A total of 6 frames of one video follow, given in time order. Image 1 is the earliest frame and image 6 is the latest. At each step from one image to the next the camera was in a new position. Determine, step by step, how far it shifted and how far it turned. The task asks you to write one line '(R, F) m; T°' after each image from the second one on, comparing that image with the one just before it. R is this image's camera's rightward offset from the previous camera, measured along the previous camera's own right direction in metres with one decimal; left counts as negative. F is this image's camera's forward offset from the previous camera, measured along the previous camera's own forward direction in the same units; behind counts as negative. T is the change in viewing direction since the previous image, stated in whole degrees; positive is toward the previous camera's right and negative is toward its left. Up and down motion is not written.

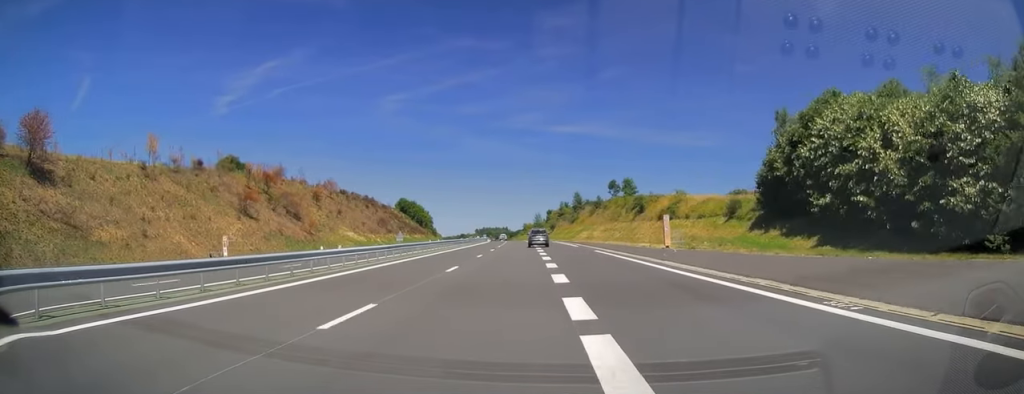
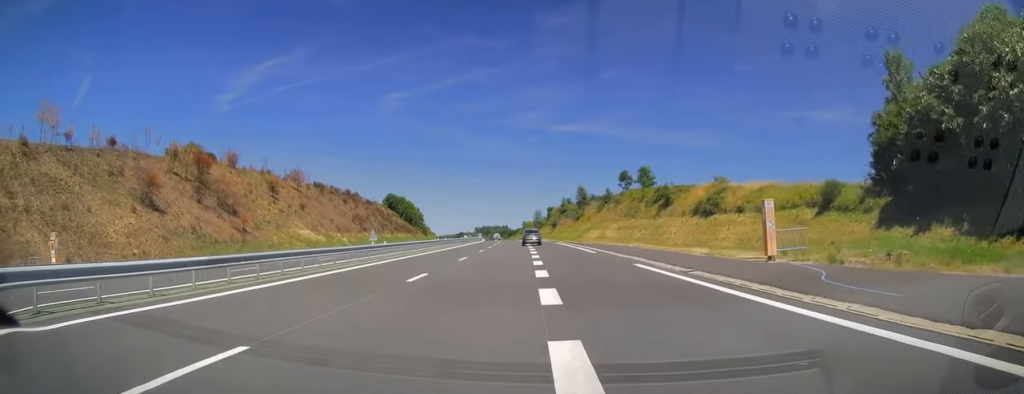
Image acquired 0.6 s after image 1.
(0.0, +17.9) m; 0°
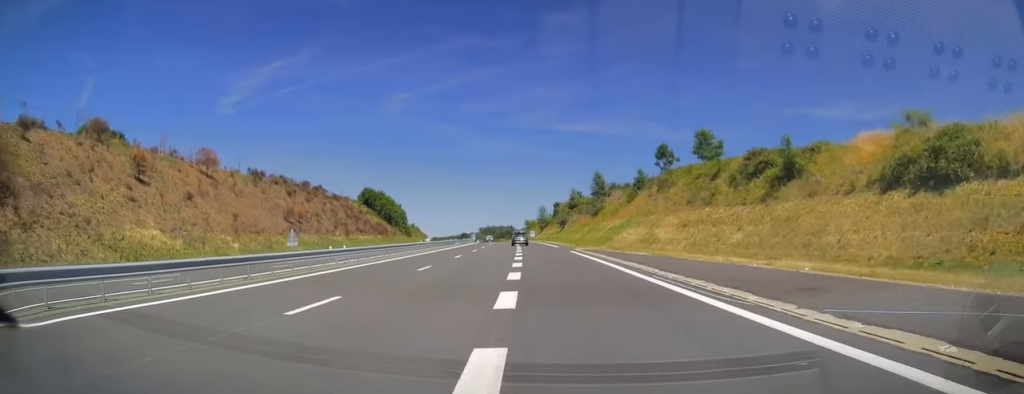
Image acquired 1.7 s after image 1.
(0.0, +33.2) m; 0°
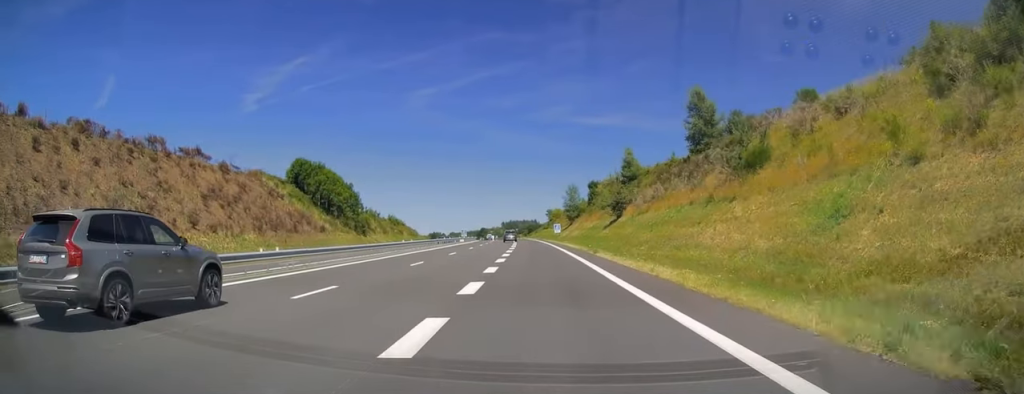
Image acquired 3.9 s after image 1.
(-0.6, +63.0) m; -2°
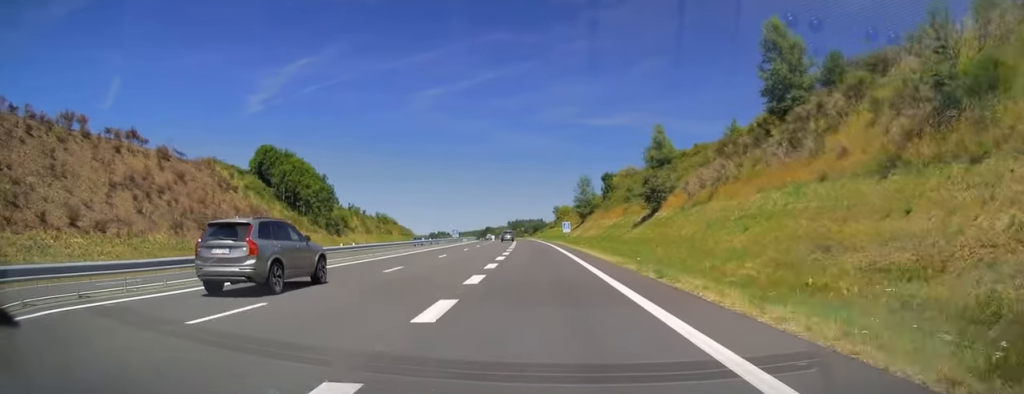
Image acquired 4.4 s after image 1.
(-0.1, +17.2) m; -1°
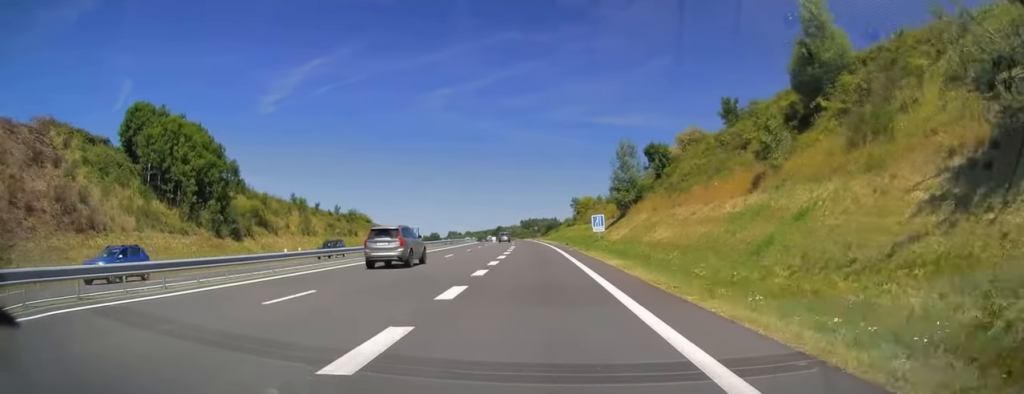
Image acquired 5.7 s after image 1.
(-0.3, +36.0) m; -1°
